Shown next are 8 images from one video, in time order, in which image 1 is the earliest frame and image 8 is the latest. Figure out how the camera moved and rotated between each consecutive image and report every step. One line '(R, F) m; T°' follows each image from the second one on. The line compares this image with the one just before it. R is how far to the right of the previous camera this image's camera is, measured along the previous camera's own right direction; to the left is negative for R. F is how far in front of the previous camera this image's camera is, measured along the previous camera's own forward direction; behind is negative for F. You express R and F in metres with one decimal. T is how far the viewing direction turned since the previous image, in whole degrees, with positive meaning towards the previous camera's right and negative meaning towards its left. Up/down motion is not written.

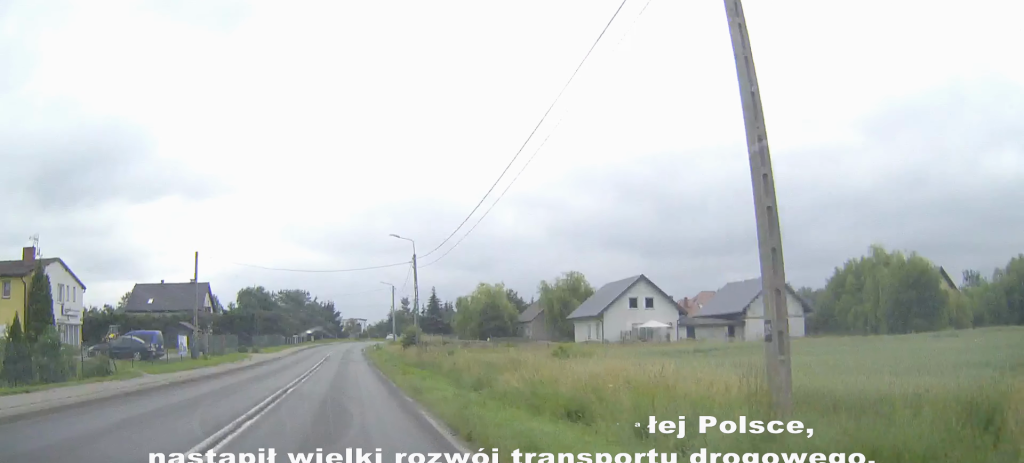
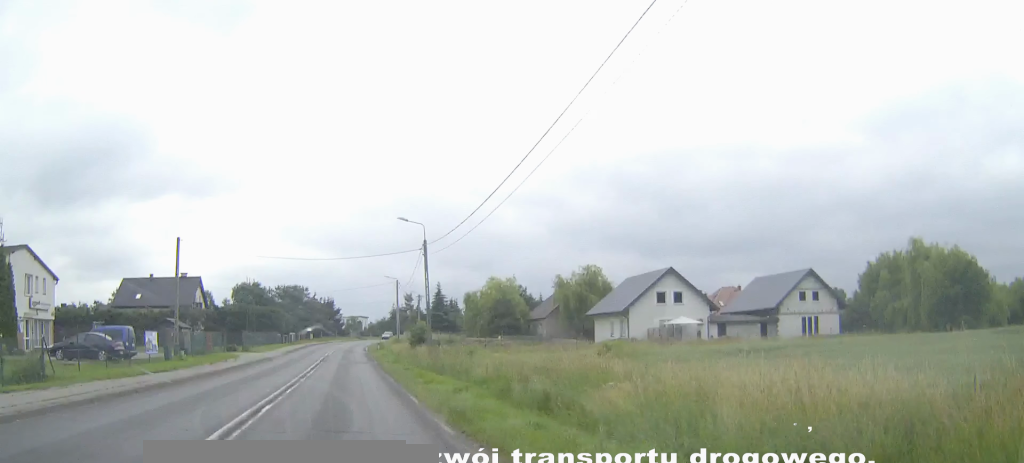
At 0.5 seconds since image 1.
(0.0, +7.1) m; 0°
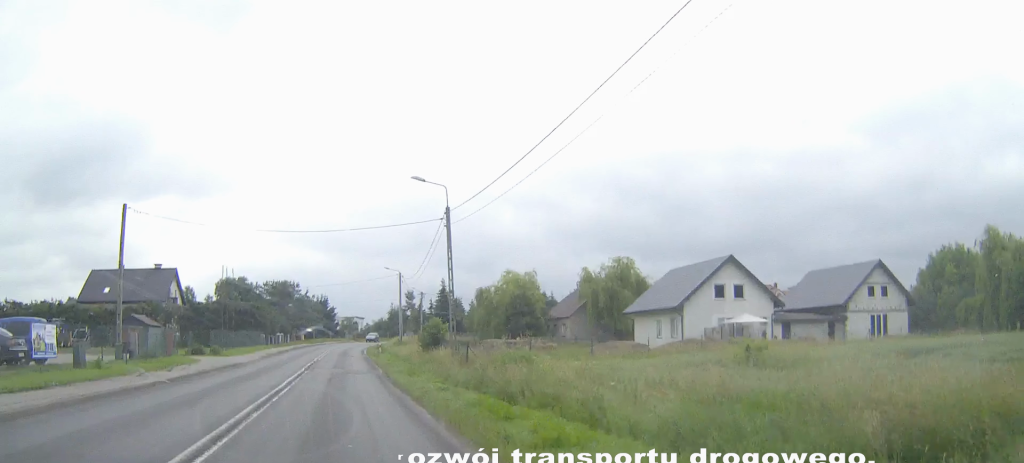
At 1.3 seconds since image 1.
(0.0, +12.3) m; 0°
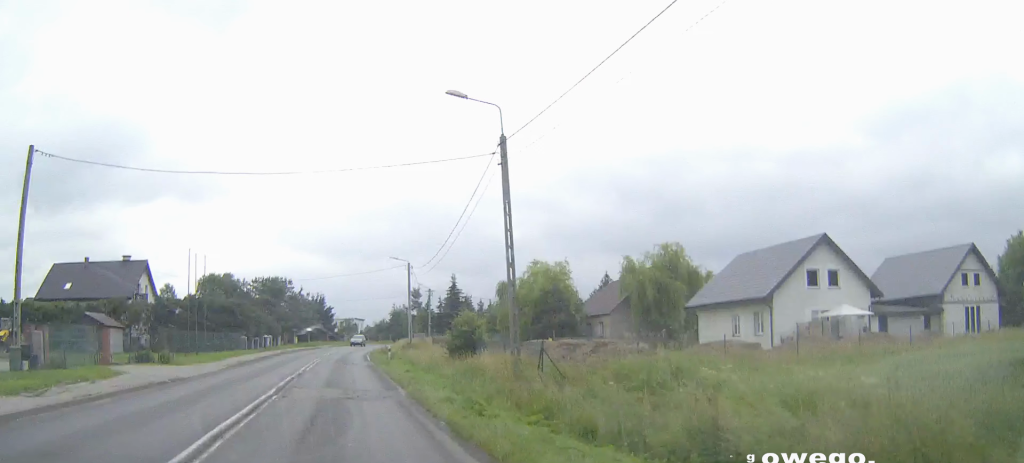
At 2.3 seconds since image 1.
(+0.1, +13.7) m; 0°
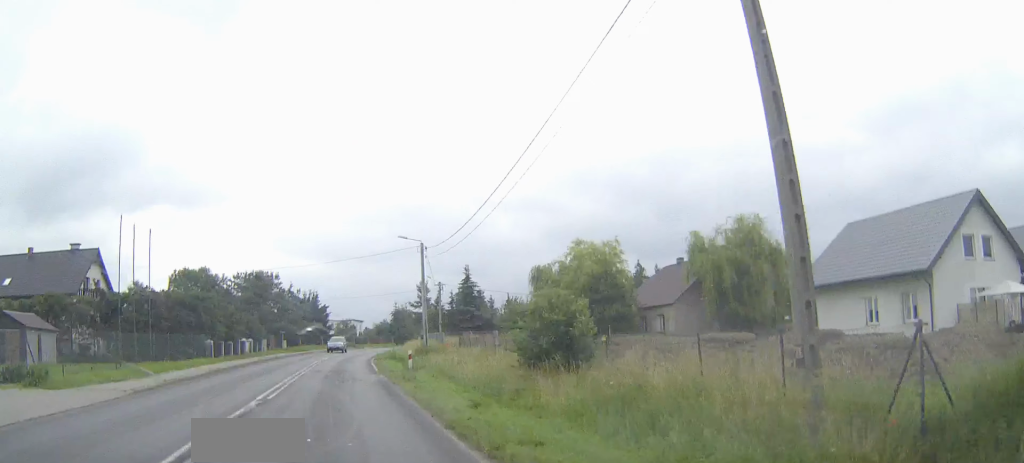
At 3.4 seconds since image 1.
(0.0, +14.9) m; 0°
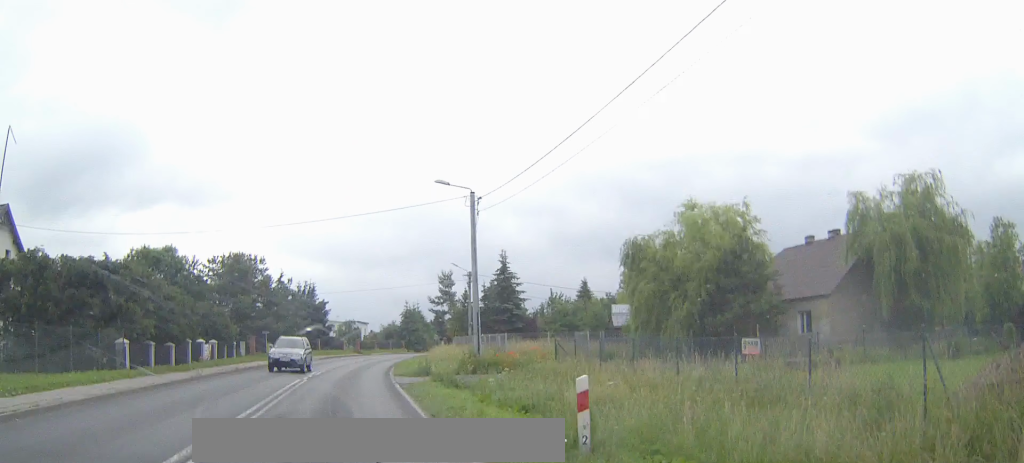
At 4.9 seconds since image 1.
(+0.1, +20.4) m; 0°
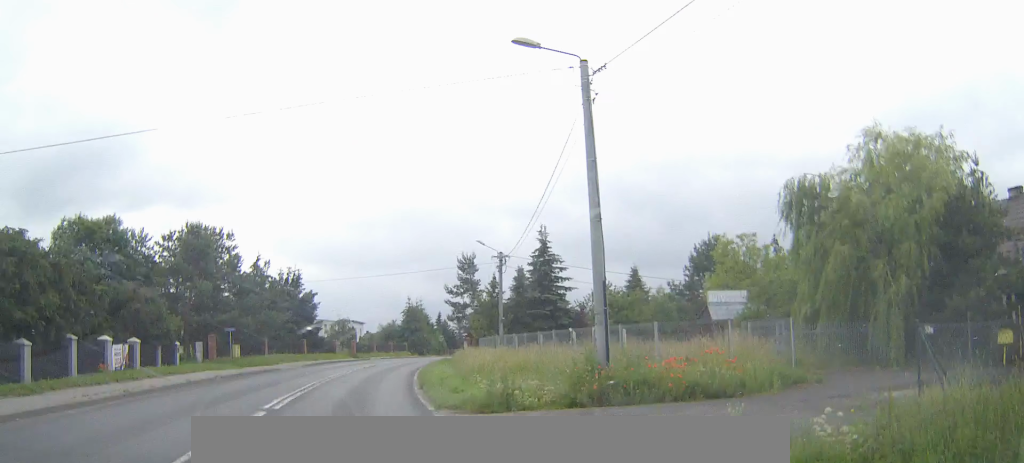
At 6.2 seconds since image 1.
(0.0, +17.1) m; 0°
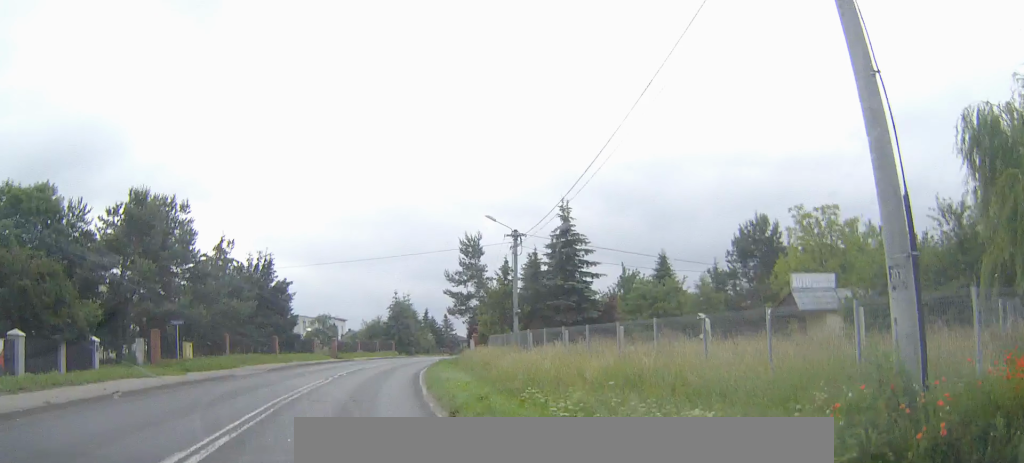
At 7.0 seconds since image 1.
(0.0, +10.6) m; +1°
